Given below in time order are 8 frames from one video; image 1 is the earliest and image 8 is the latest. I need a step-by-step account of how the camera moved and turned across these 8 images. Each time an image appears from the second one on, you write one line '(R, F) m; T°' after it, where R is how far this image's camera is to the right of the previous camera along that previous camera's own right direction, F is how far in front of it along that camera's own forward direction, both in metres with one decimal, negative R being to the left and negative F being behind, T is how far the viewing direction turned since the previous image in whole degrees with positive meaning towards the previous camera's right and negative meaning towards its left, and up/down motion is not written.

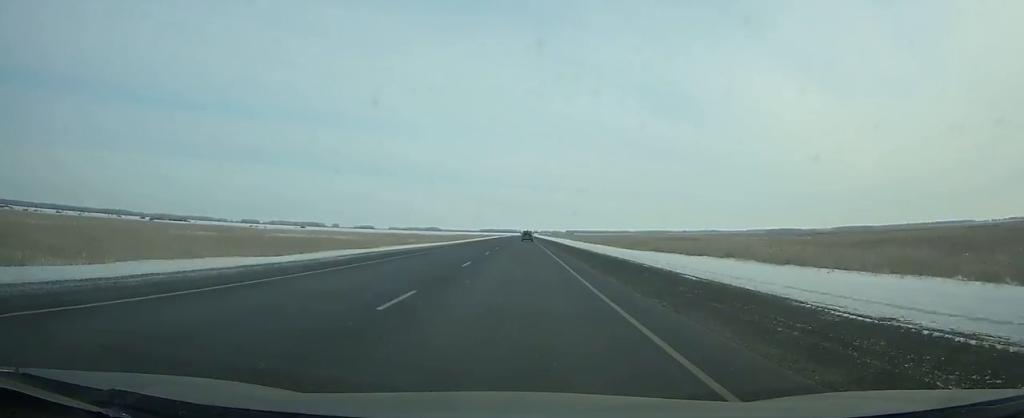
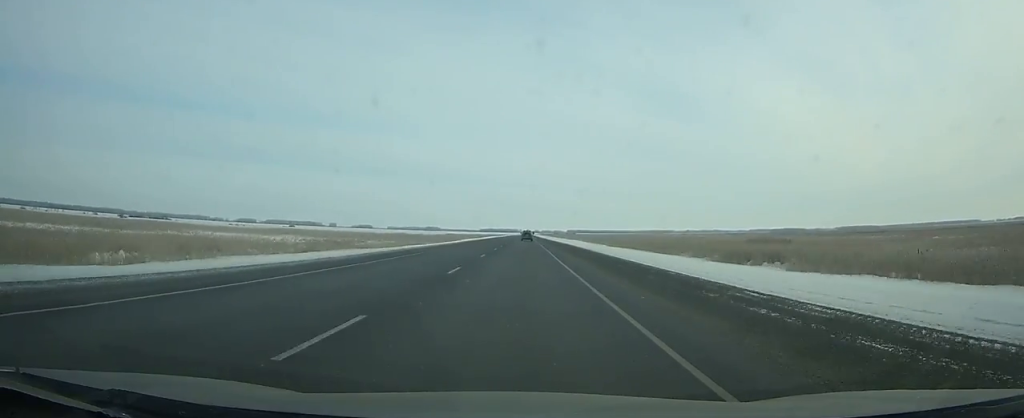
(0.0, +52.5) m; 0°
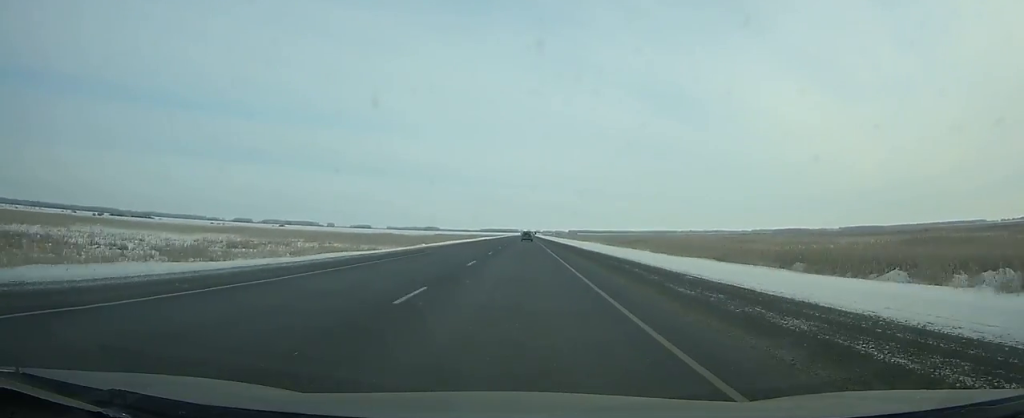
(0.0, +42.7) m; 0°
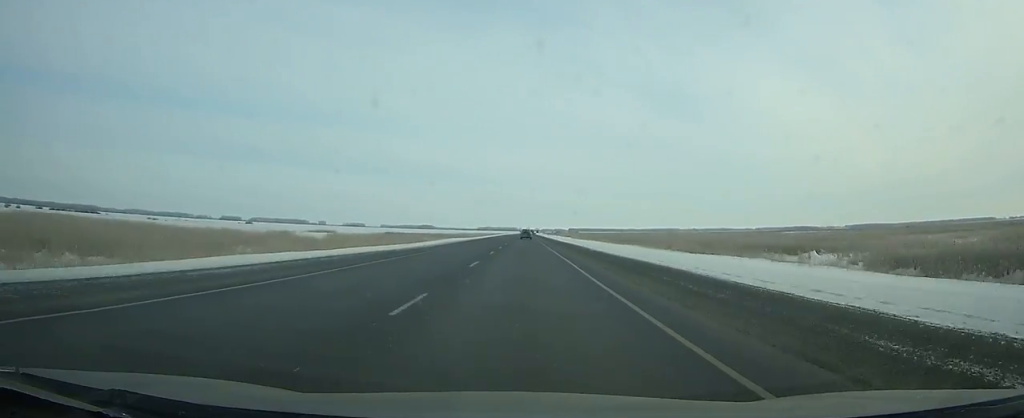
(-0.1, +107.9) m; 0°
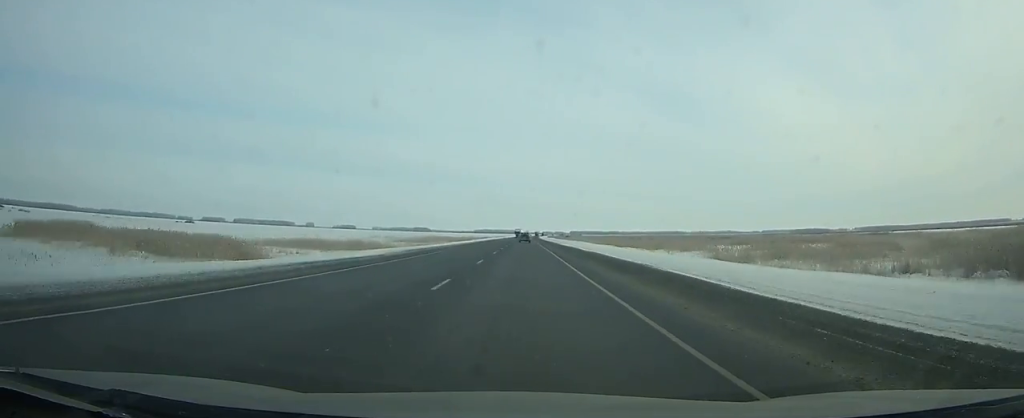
(+0.4, +158.3) m; 0°
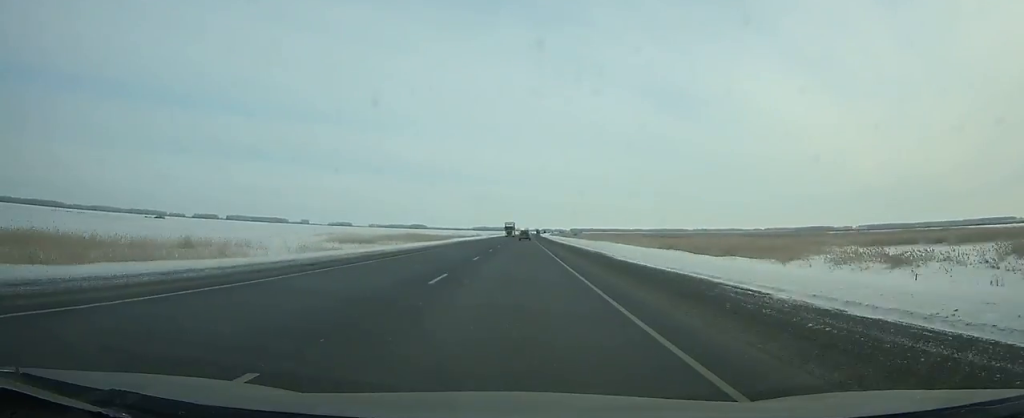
(0.0, +60.9) m; 0°
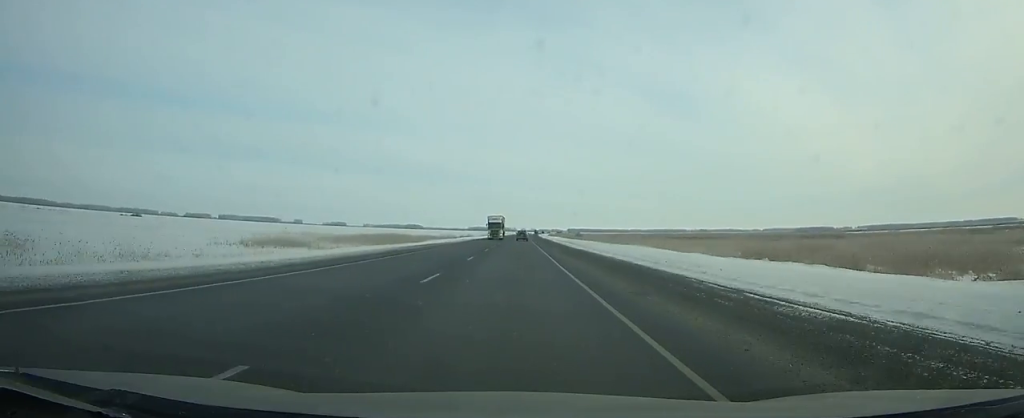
(0.0, +35.6) m; 0°
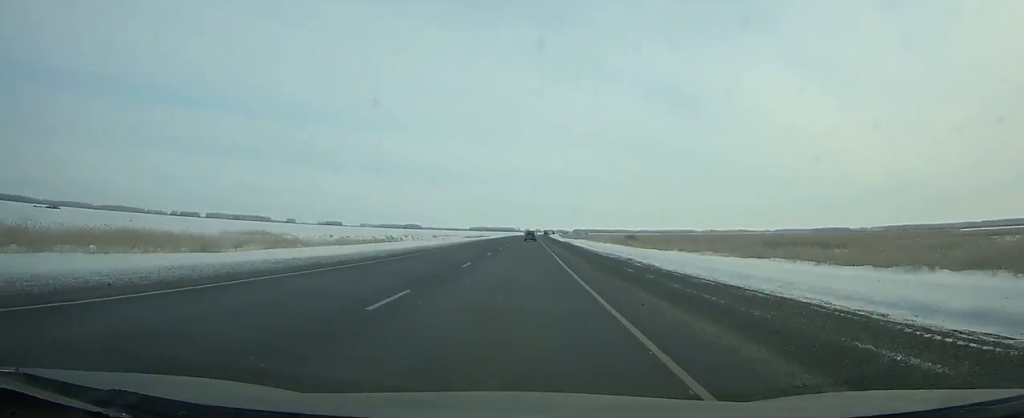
(0.0, +117.5) m; 0°
